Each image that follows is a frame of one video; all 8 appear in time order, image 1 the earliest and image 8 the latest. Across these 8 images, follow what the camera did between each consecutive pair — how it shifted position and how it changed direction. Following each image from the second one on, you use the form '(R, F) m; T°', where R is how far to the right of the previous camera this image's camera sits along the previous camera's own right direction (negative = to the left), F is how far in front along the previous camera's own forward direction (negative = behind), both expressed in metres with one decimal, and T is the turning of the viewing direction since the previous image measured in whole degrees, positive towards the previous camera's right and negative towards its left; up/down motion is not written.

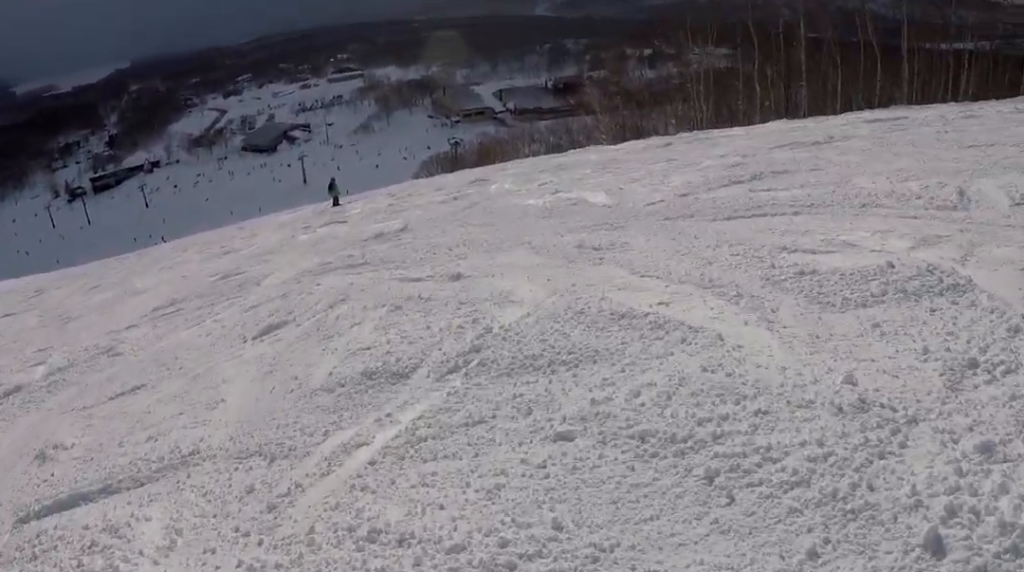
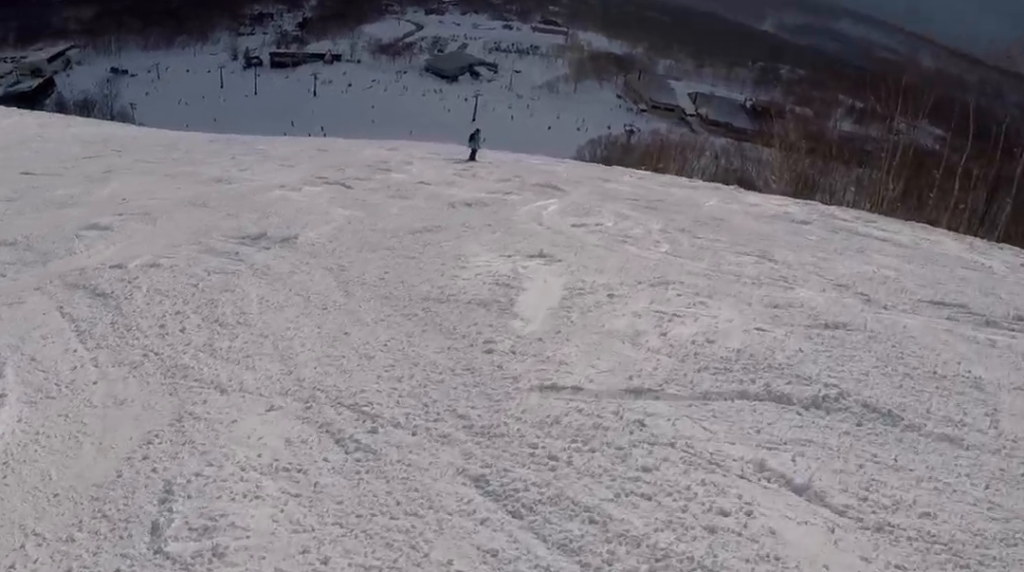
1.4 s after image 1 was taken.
(+0.5, +5.1) m; -11°
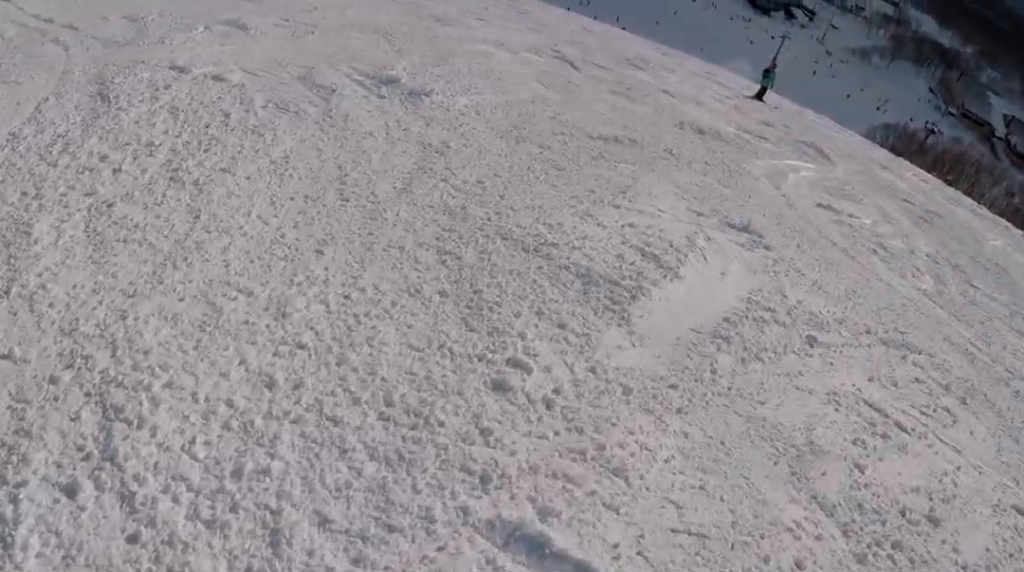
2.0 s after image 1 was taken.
(-0.7, +2.4) m; -15°
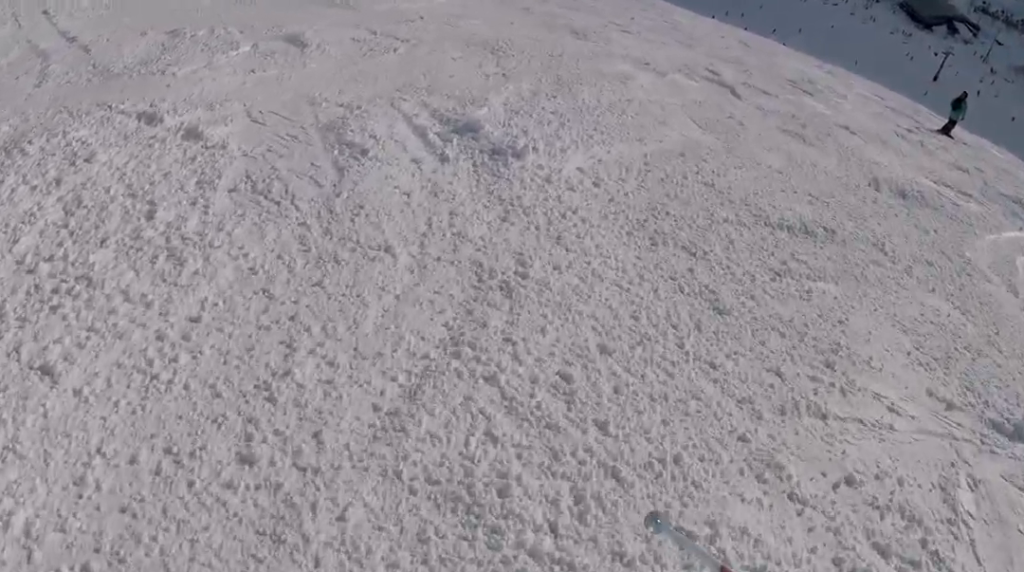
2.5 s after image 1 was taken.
(-0.3, +2.4) m; -3°
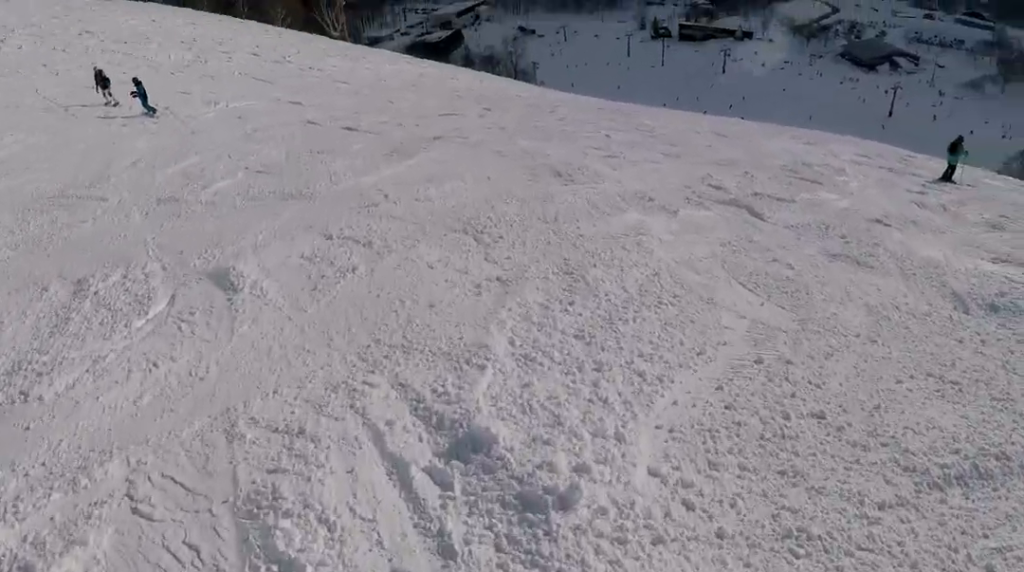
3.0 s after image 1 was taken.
(-0.4, +2.2) m; +6°
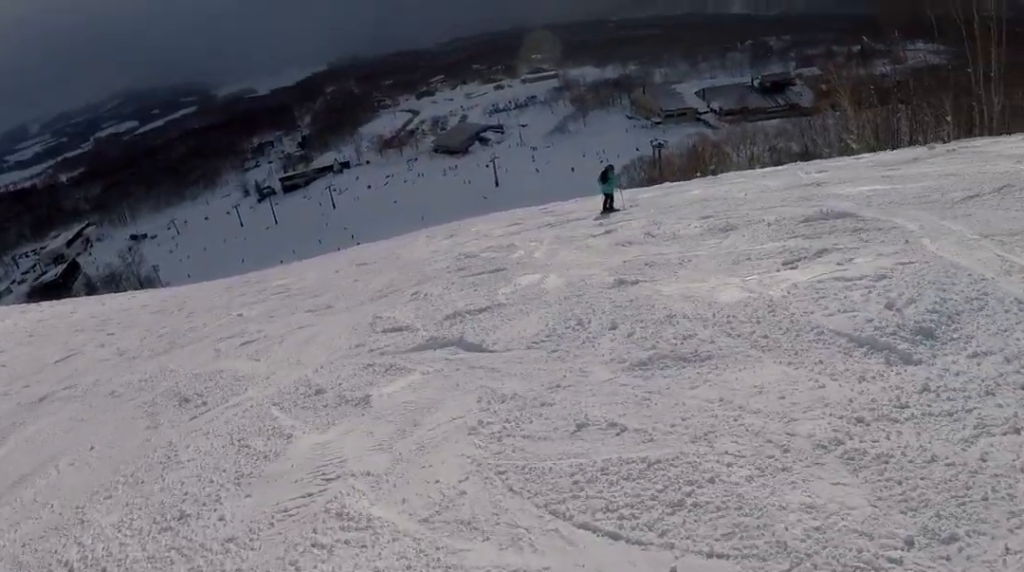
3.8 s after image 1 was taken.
(+0.6, +2.6) m; +8°
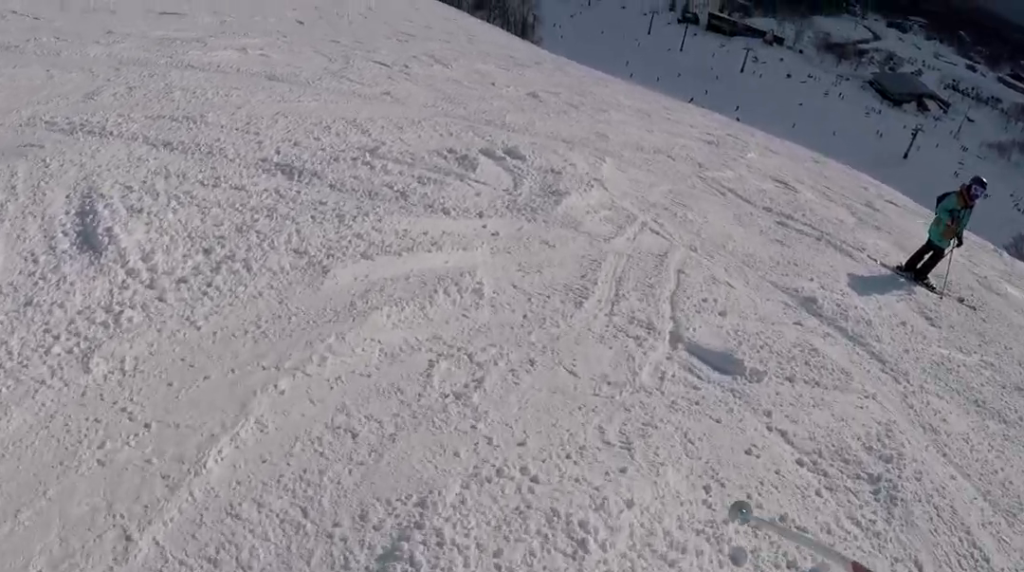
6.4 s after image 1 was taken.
(-2.1, +10.0) m; -32°
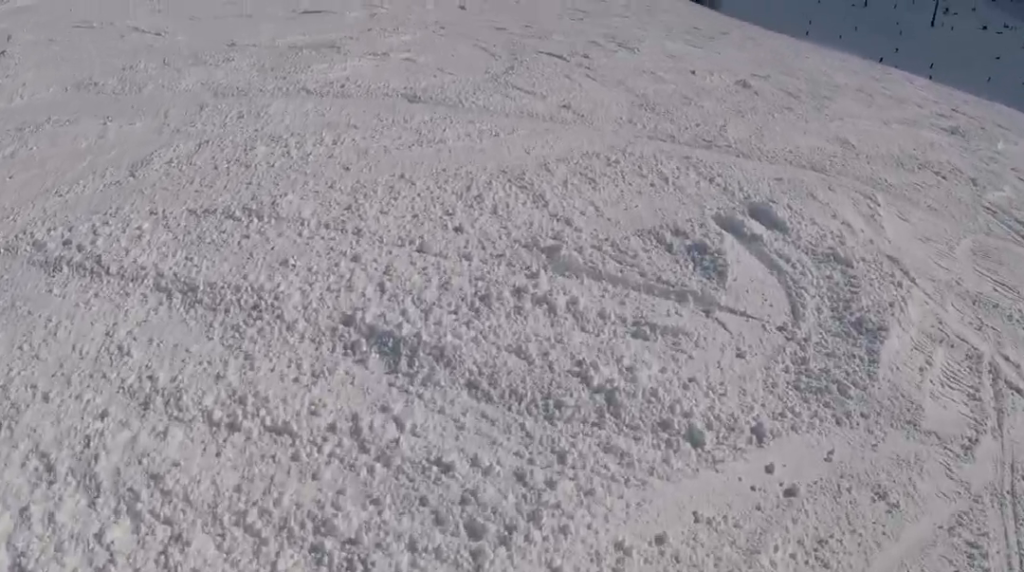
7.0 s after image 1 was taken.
(-0.5, +2.6) m; +3°
